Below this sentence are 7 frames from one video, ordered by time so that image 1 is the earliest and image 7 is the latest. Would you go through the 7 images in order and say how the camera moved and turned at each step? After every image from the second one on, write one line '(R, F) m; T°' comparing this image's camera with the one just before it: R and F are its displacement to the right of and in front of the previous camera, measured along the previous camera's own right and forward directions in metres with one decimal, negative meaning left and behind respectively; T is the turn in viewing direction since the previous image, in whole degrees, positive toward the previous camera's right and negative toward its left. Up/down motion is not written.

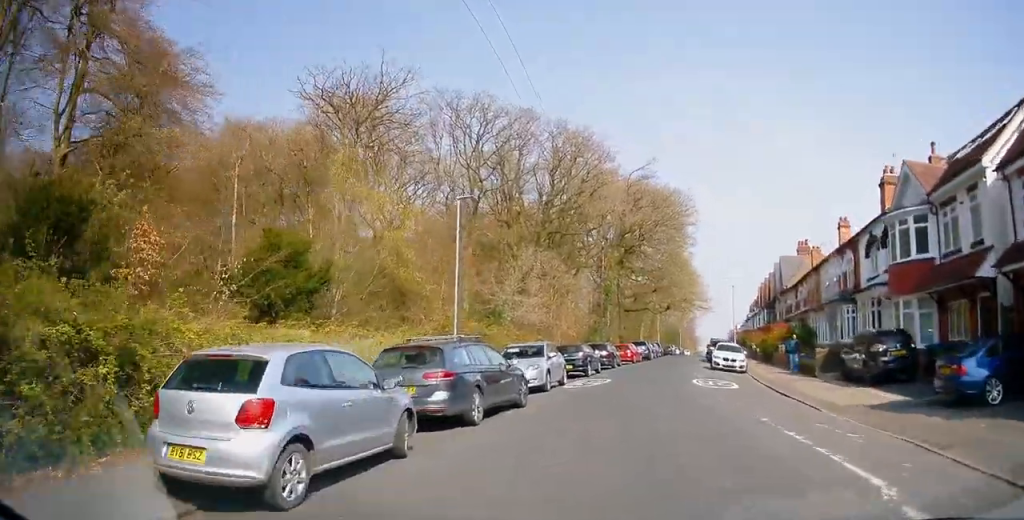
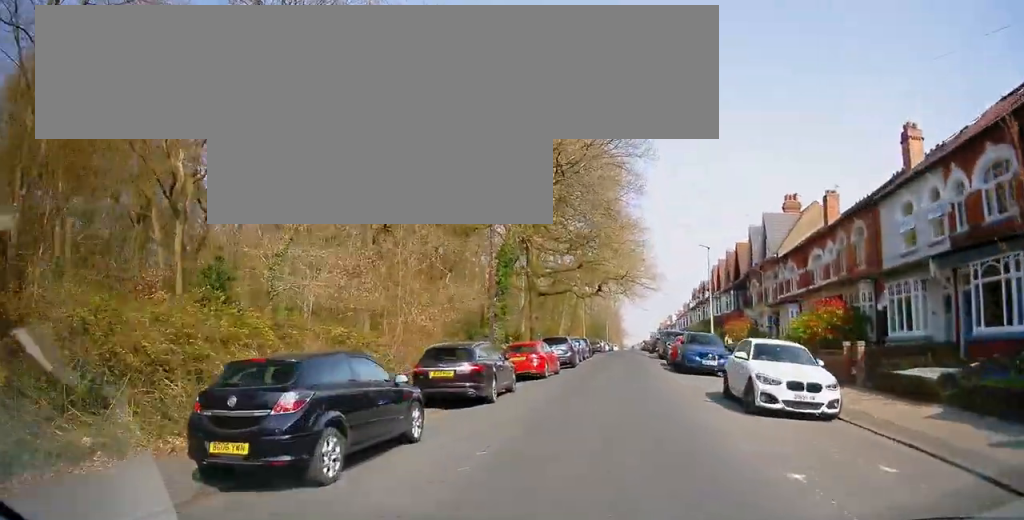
(+1.6, +19.4) m; +10°
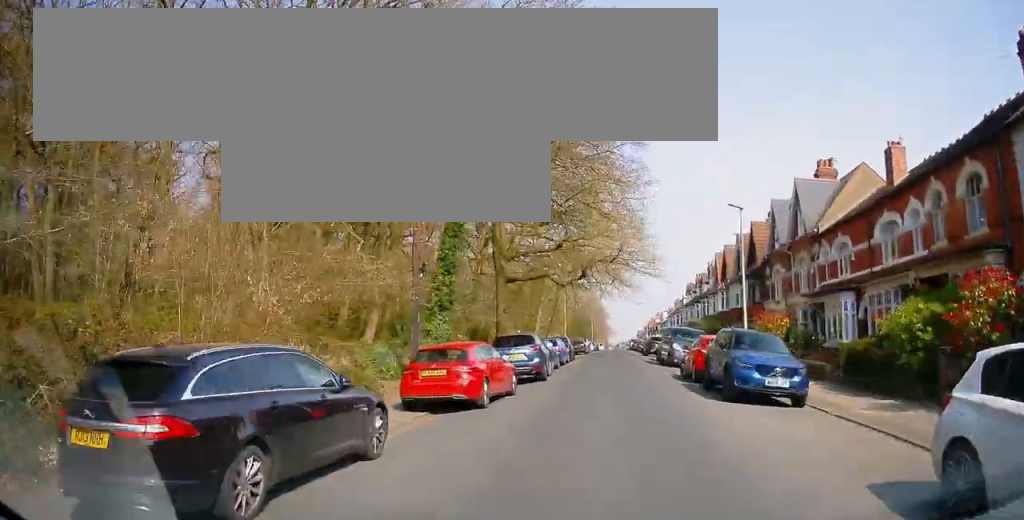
(0.0, +10.1) m; 0°
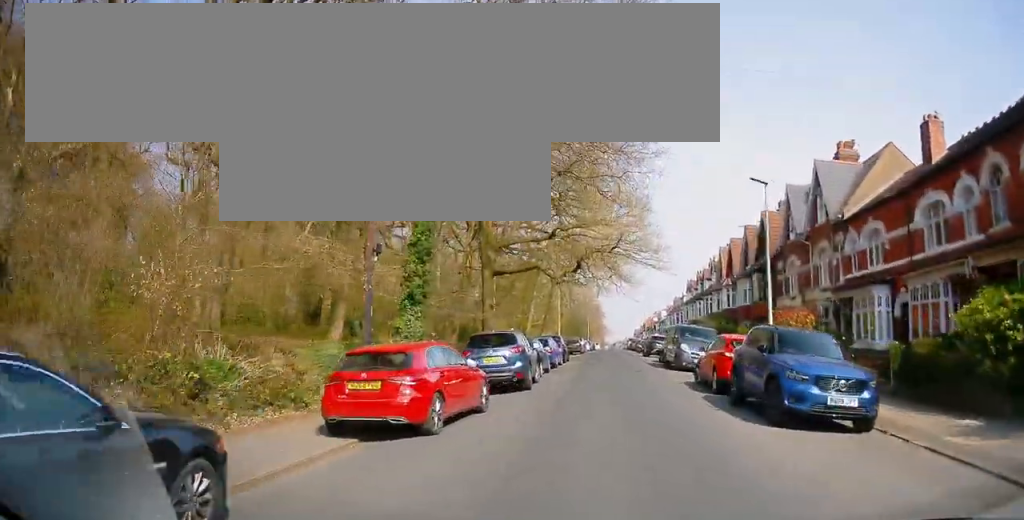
(-0.1, +3.7) m; +1°
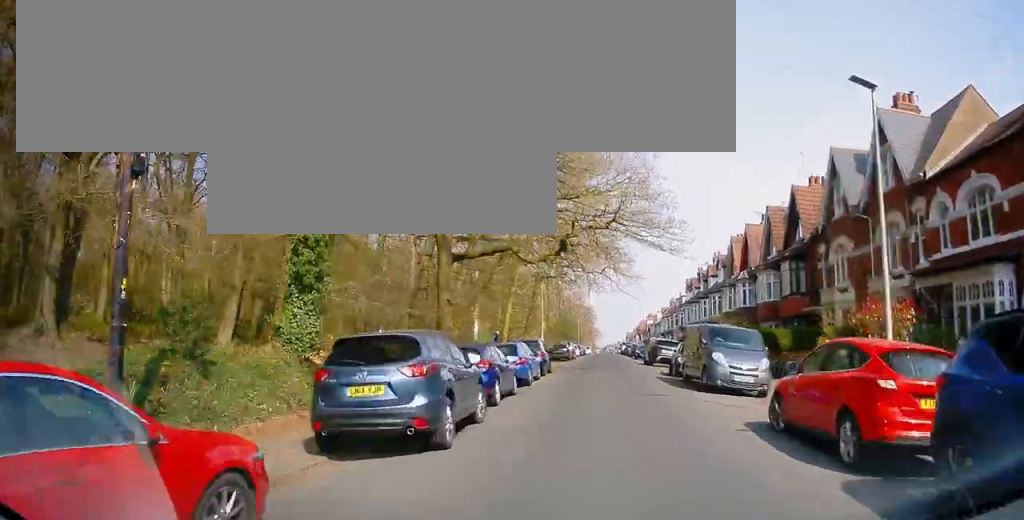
(+0.2, +8.5) m; +2°
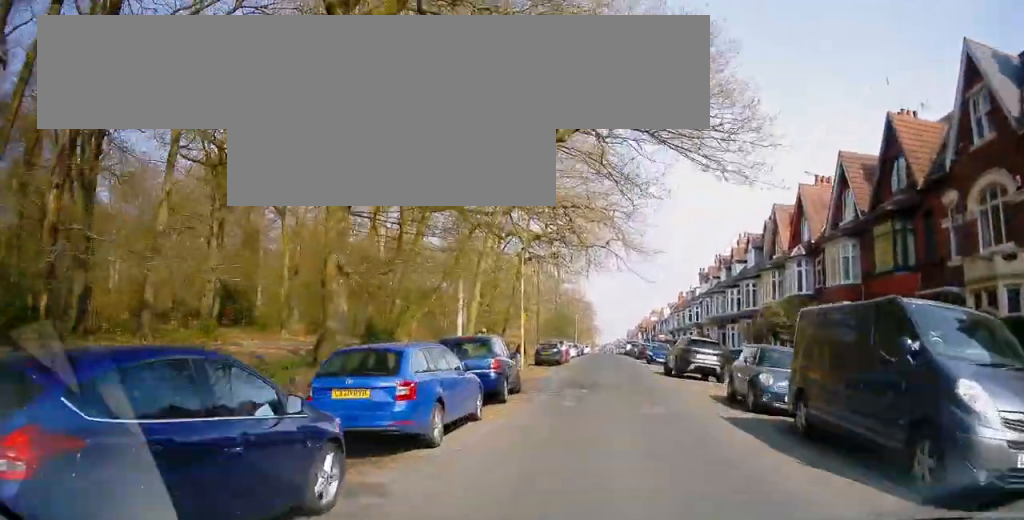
(+0.2, +11.7) m; +4°
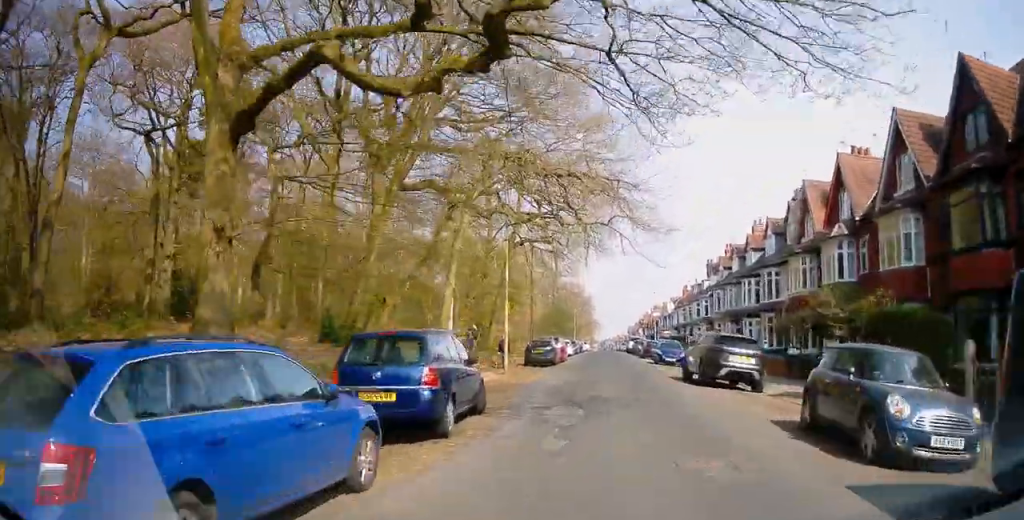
(+0.2, +5.1) m; -3°
